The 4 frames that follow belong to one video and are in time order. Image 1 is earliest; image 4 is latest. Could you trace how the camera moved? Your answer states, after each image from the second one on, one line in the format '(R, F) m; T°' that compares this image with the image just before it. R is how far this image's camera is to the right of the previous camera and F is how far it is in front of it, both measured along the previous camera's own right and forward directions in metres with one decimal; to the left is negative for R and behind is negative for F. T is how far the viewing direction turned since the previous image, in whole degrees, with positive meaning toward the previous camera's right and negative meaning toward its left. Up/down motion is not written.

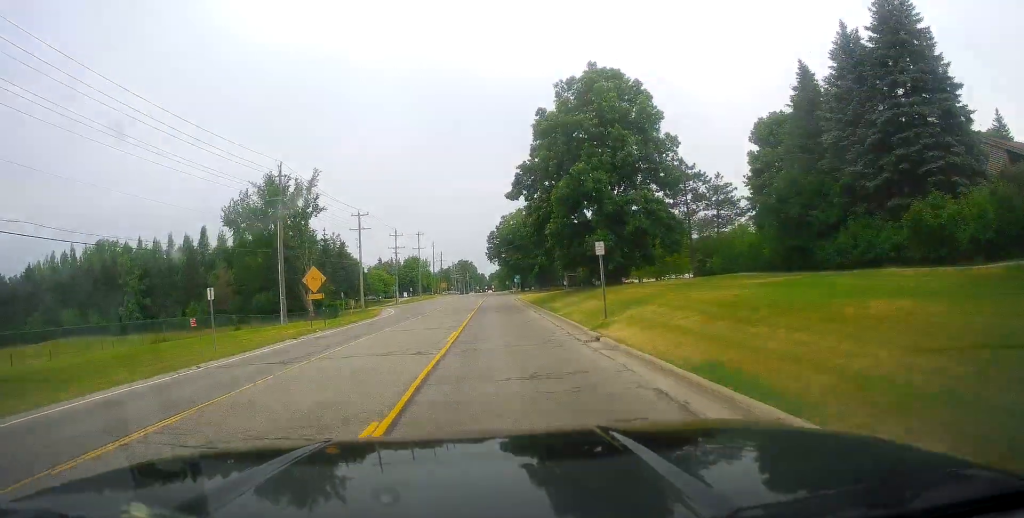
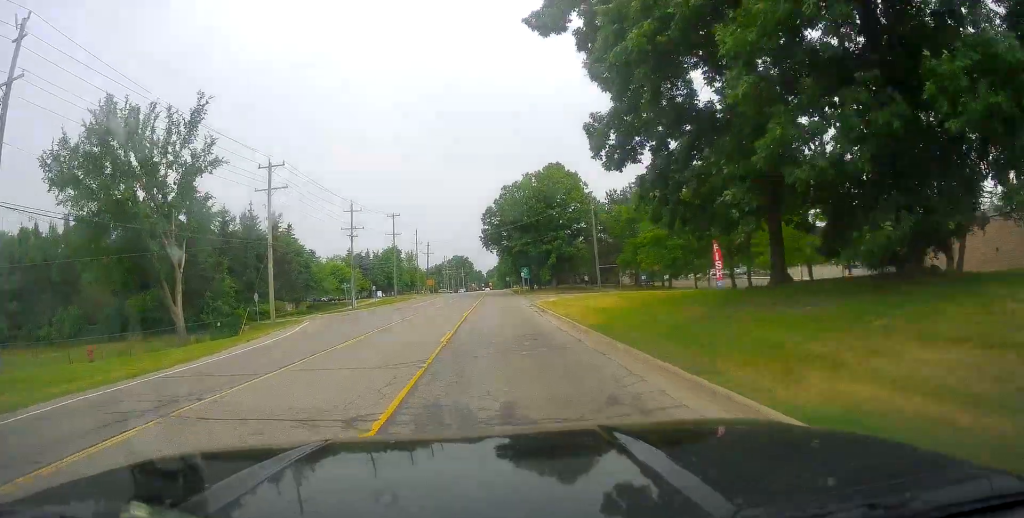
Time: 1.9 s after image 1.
(+1.4, +31.6) m; +1°
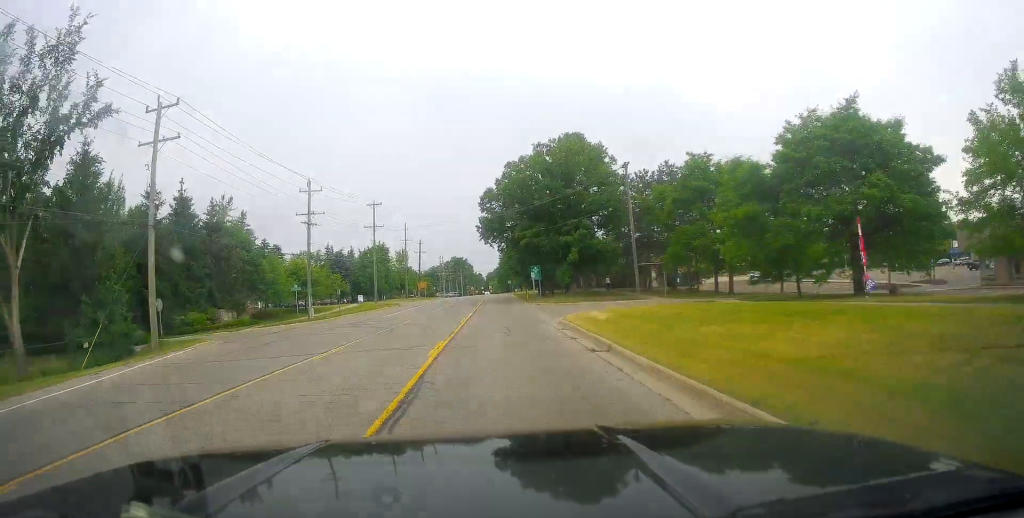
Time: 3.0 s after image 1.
(-0.3, +17.6) m; 0°
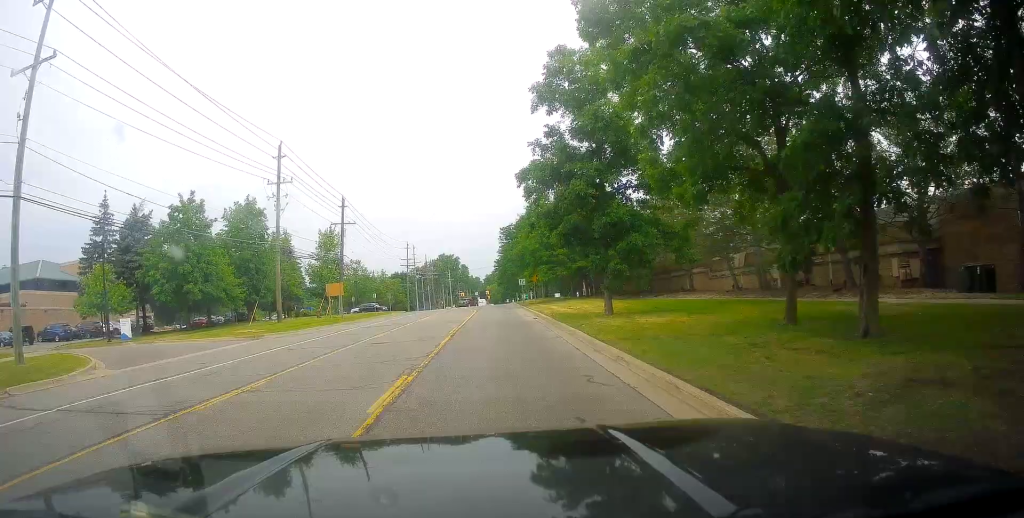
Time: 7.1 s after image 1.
(-1.4, +68.0) m; -1°
